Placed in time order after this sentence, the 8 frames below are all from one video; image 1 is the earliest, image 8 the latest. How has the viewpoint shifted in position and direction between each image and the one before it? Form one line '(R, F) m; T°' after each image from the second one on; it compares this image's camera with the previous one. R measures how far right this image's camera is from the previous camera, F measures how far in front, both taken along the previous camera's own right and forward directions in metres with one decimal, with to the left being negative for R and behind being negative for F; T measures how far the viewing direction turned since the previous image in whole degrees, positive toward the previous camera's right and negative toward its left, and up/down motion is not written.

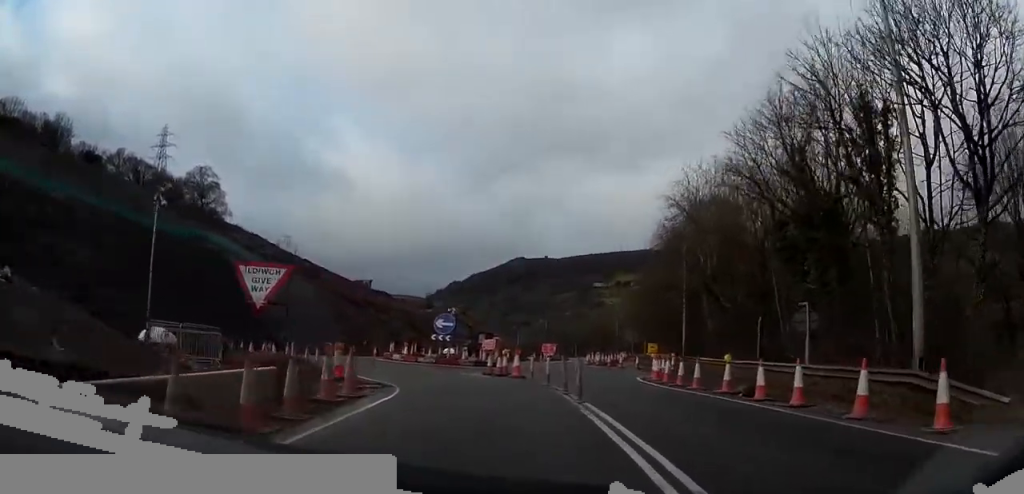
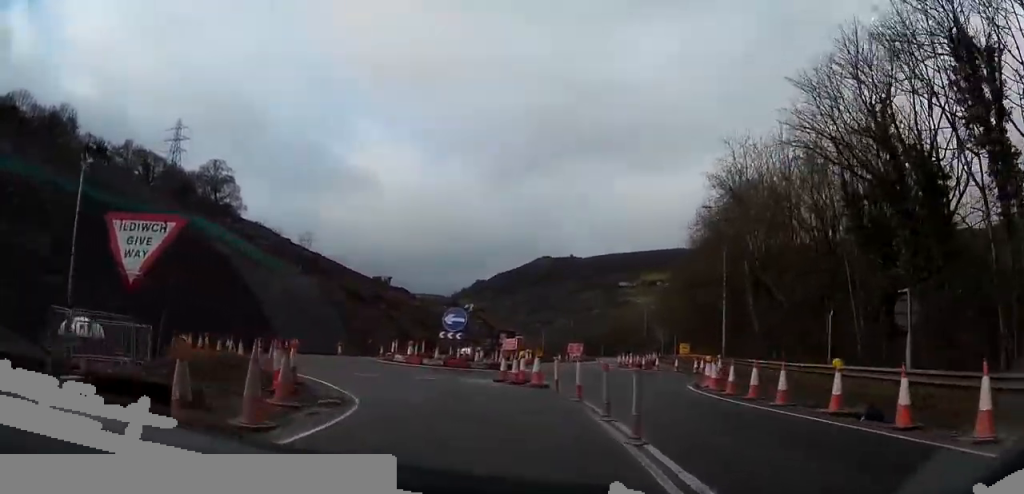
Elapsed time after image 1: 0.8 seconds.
(-0.1, +6.0) m; -4°
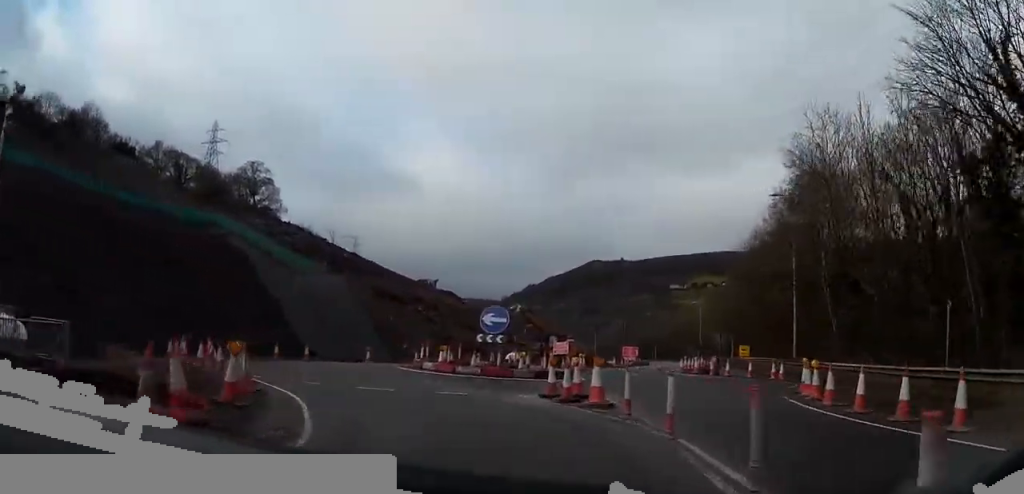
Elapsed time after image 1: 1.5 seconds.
(-0.1, +5.8) m; -5°
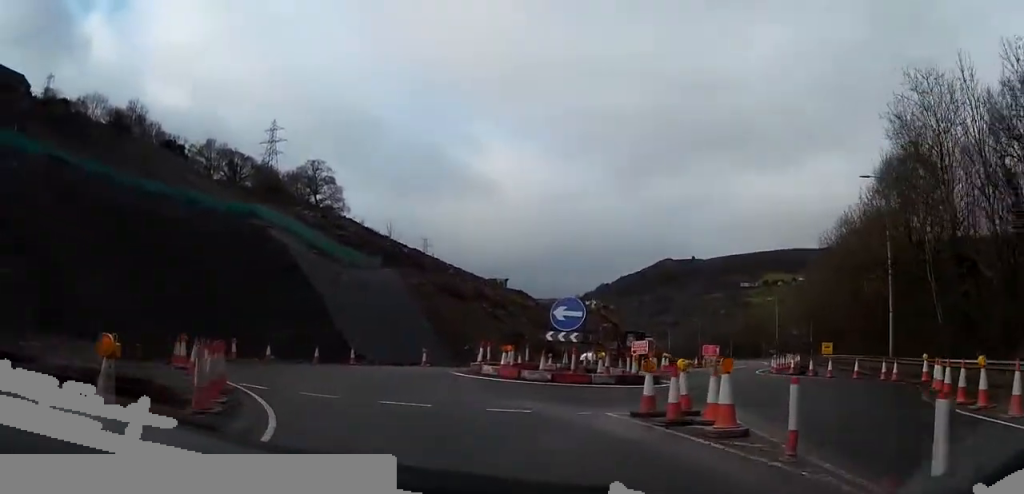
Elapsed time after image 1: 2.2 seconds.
(-0.3, +5.2) m; -6°
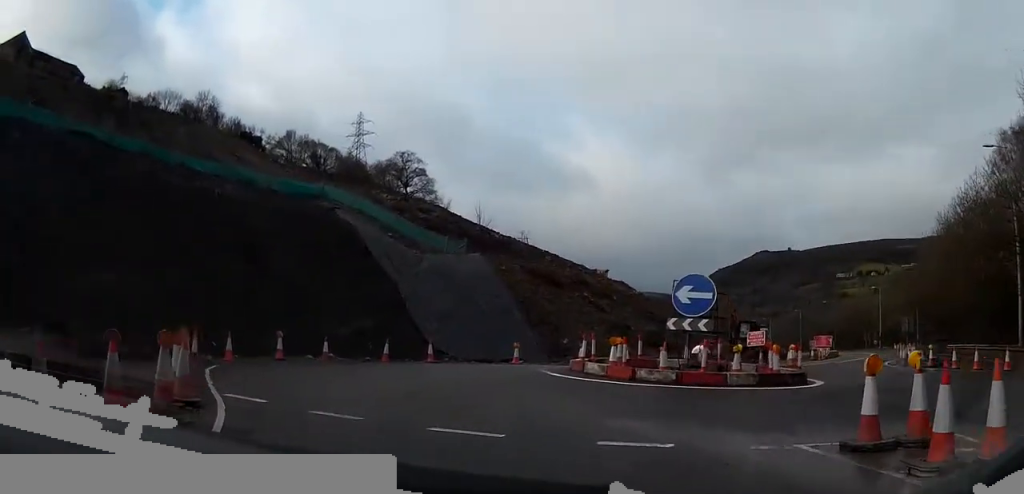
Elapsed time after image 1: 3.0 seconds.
(-0.4, +5.5) m; -5°
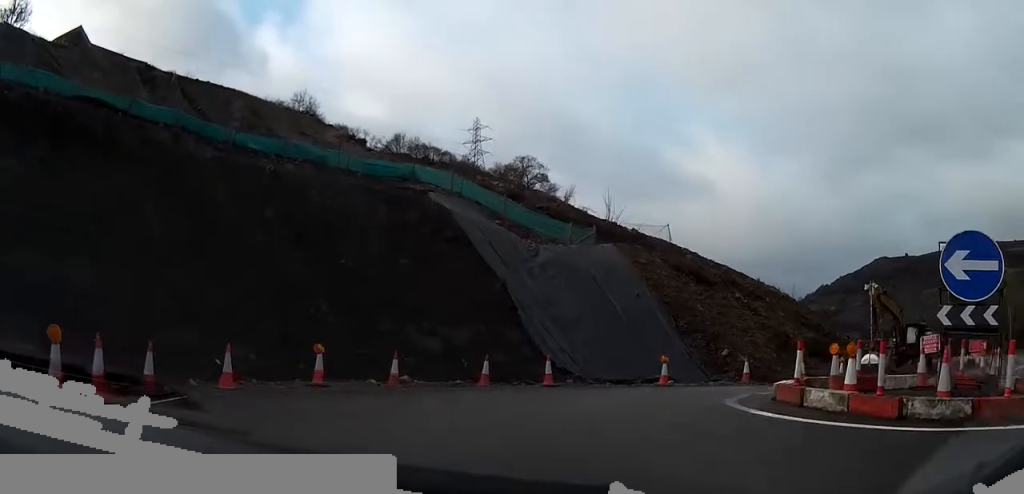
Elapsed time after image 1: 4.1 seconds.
(-0.4, +8.3) m; -2°
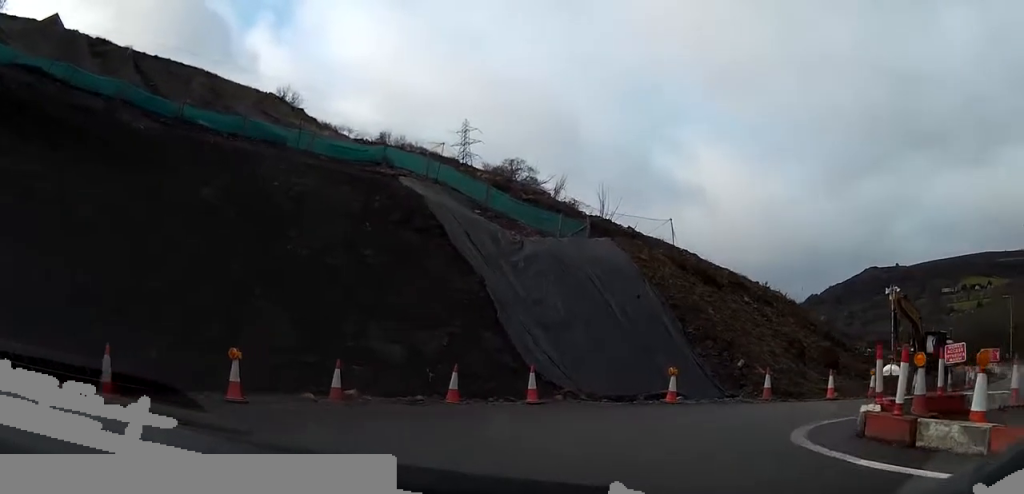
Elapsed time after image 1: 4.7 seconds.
(0.0, +4.1) m; +4°
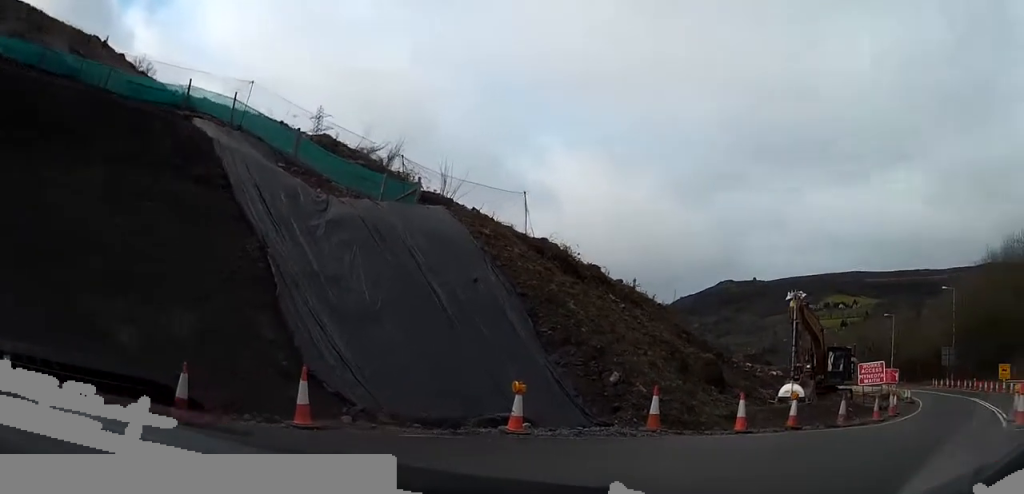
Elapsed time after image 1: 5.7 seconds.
(+0.5, +6.2) m; +17°
